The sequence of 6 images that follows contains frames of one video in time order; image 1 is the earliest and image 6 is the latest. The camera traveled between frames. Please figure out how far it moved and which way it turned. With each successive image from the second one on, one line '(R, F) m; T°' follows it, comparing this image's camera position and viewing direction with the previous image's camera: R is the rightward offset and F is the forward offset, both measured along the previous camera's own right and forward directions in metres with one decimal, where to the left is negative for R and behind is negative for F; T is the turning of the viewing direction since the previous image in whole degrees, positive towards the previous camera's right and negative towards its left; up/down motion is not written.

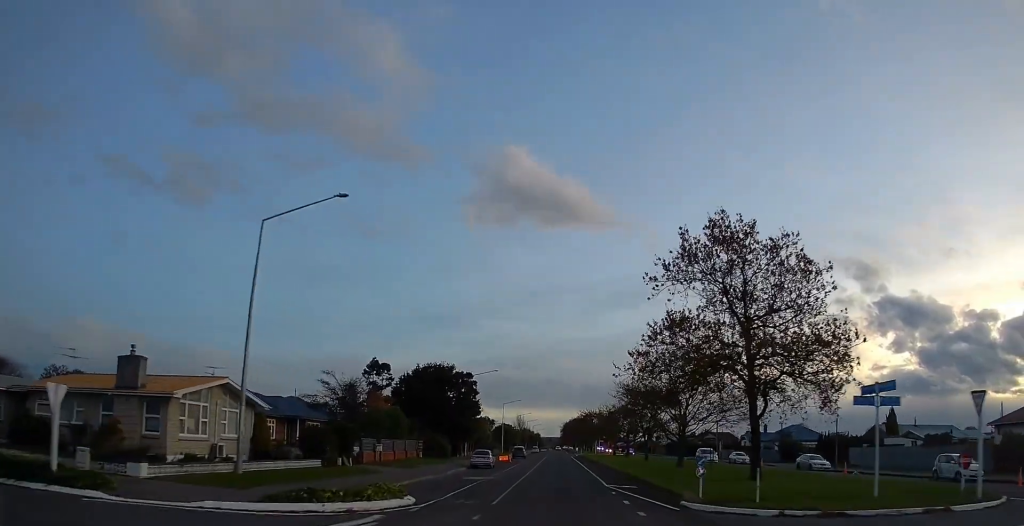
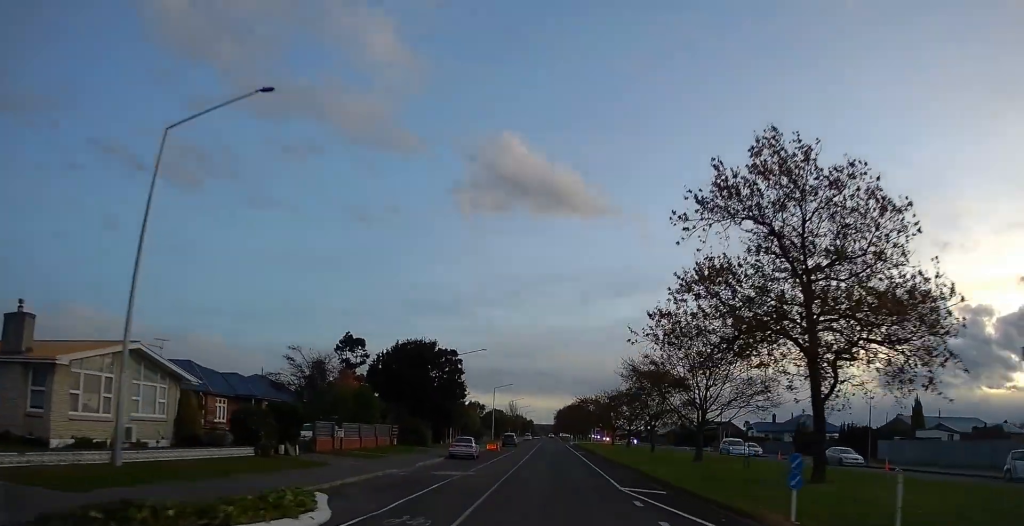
(+0.4, +7.6) m; +2°
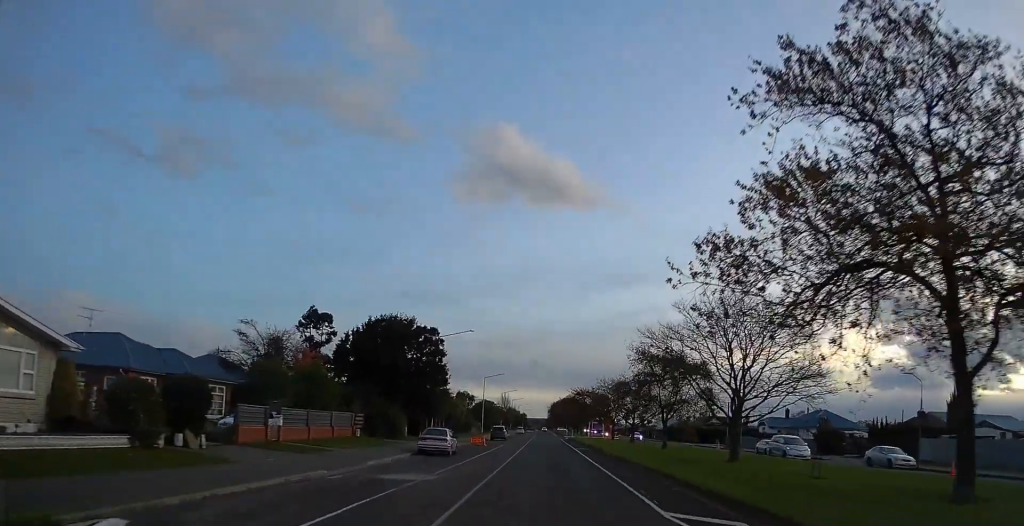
(+0.2, +8.7) m; 0°
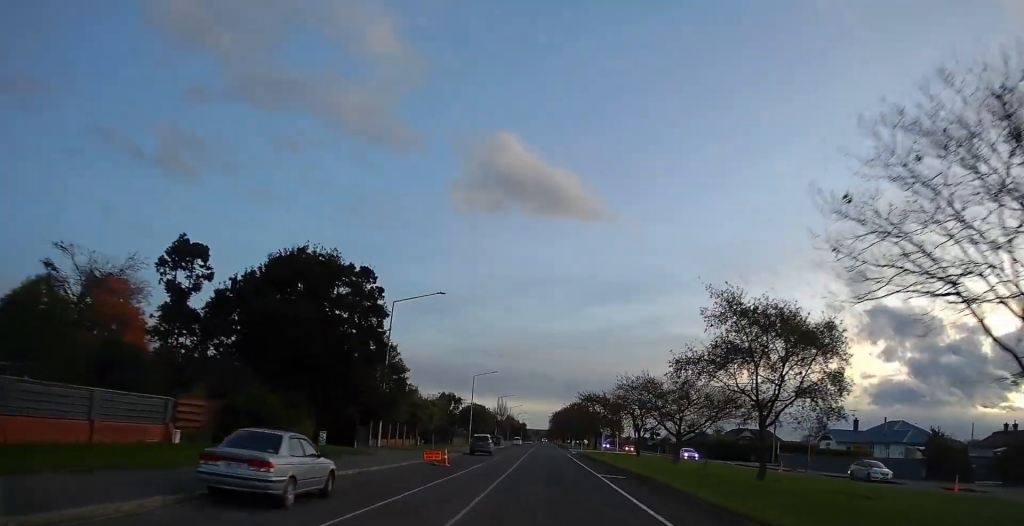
(-1.1, +21.2) m; -2°
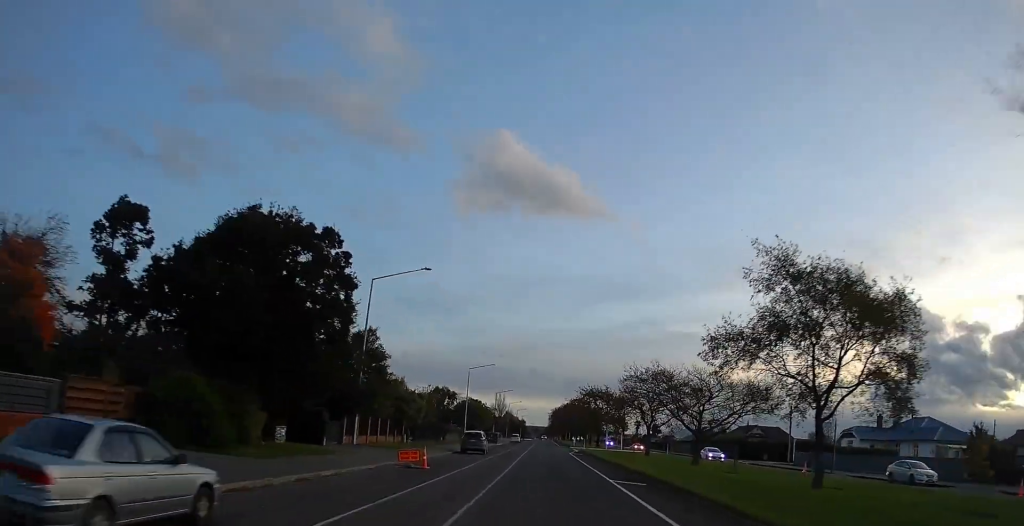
(+0.4, +5.9) m; +2°
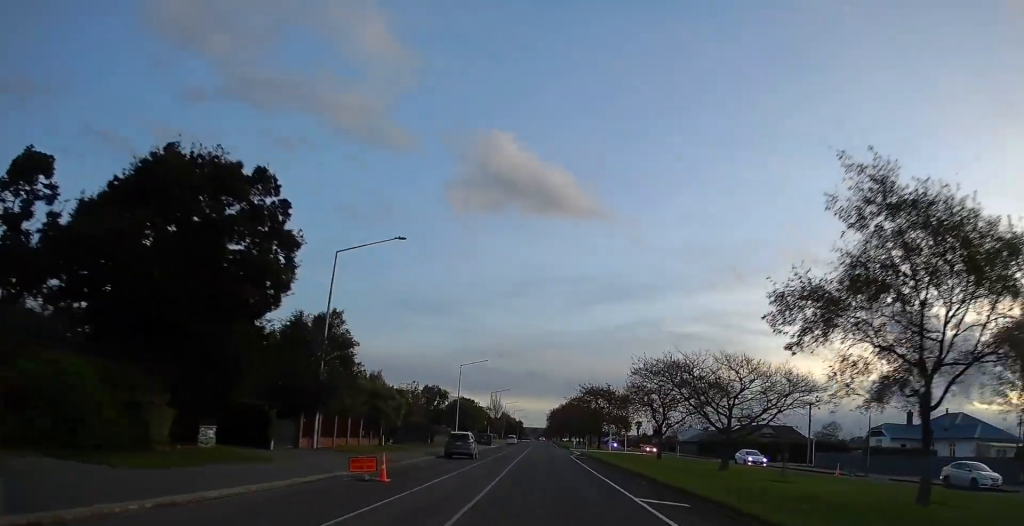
(+0.2, +6.8) m; +2°
